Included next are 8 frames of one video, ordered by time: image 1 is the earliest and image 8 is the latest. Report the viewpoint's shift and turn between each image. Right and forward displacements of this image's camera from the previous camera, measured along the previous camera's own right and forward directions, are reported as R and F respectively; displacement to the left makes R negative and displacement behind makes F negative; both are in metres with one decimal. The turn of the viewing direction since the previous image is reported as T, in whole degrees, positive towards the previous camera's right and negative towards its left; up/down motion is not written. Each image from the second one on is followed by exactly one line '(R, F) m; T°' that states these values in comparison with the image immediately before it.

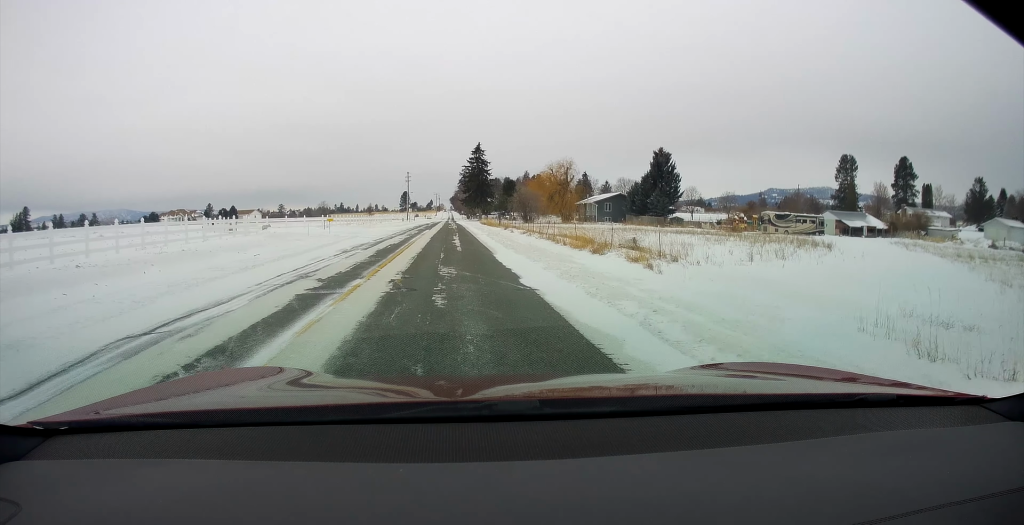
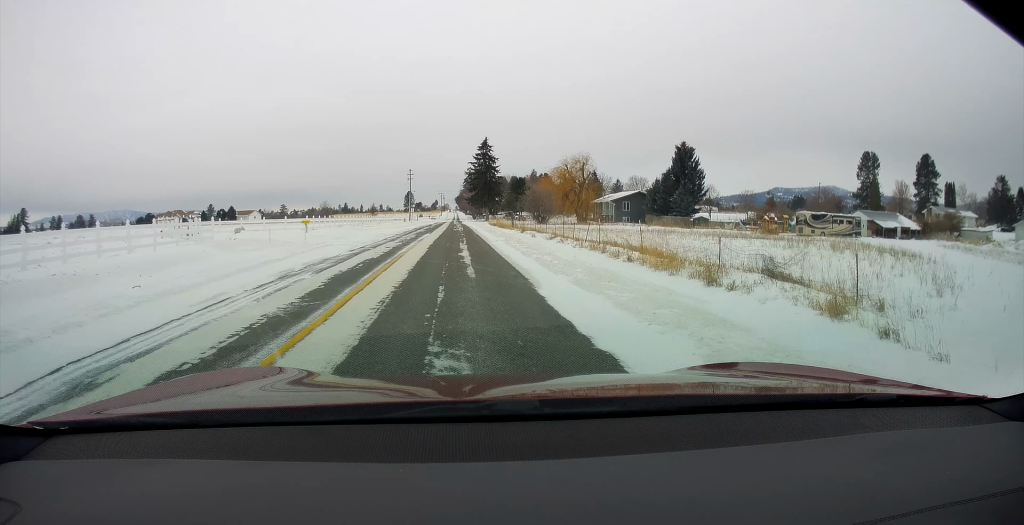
(0.0, +8.5) m; 0°
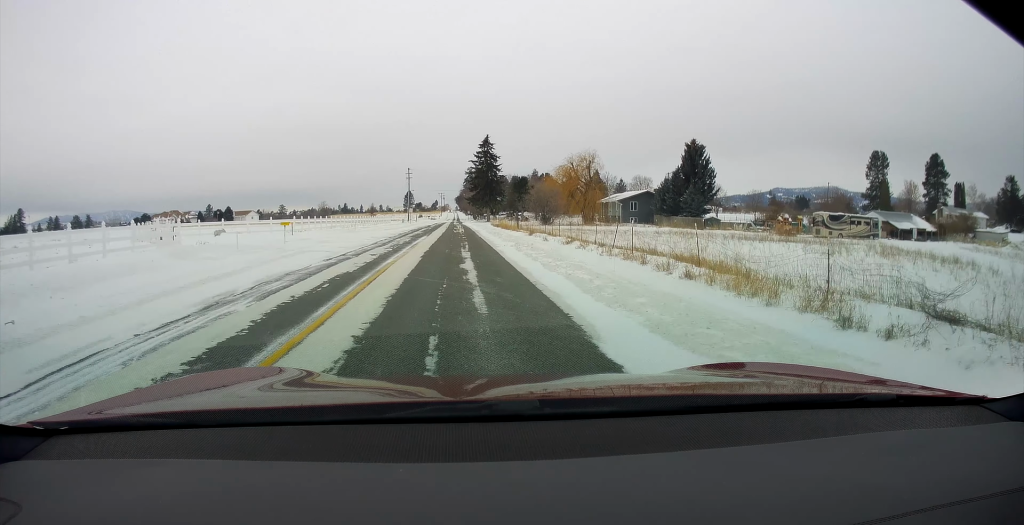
(0.0, +4.2) m; 0°
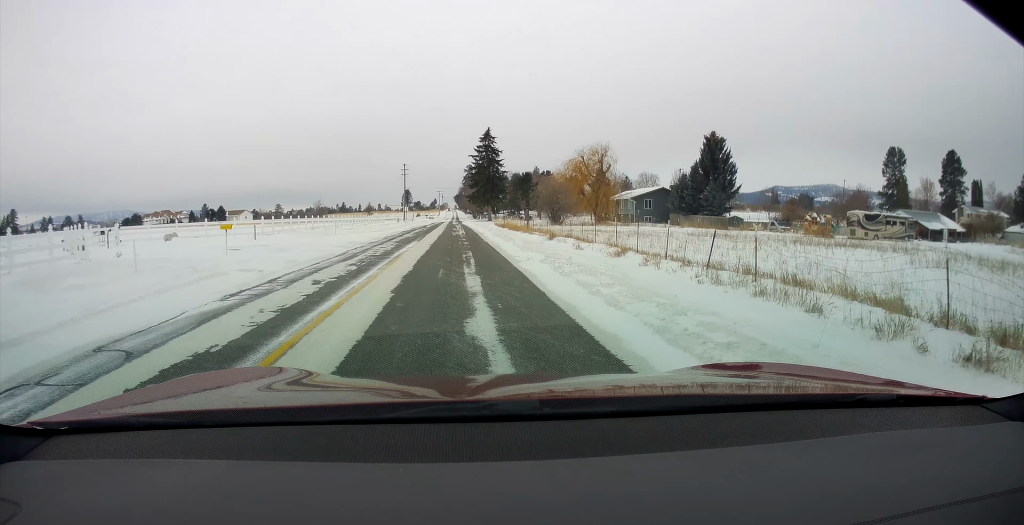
(0.0, +7.9) m; 0°
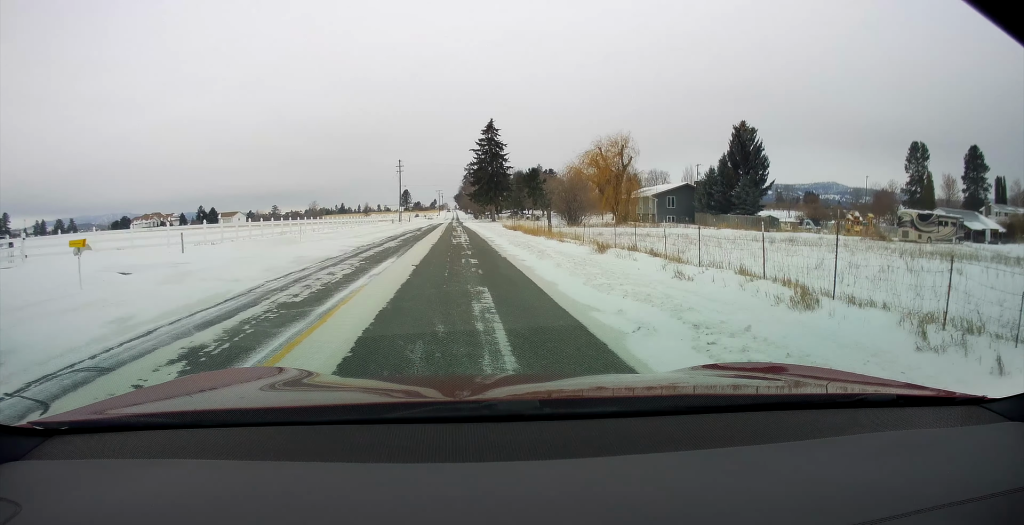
(0.0, +9.9) m; 0°
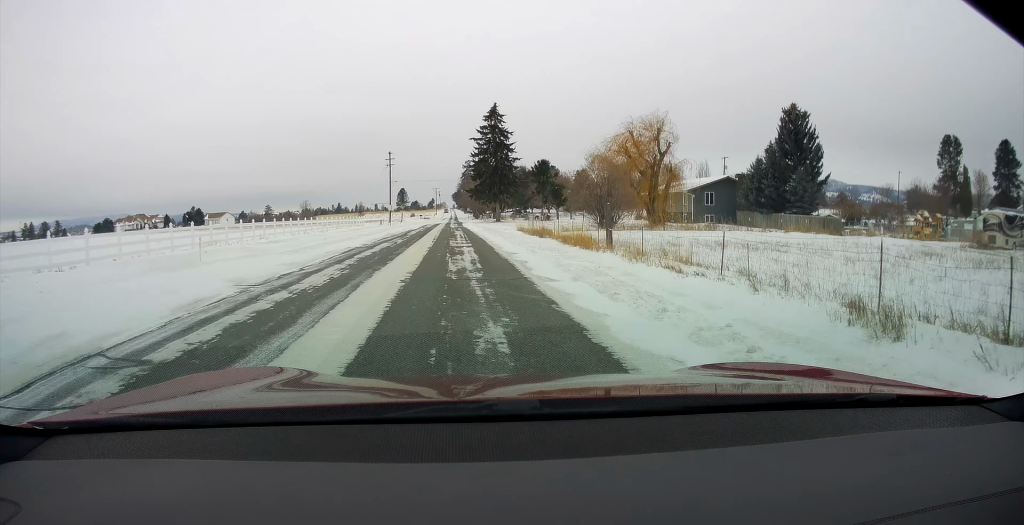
(+0.3, +13.8) m; +2°
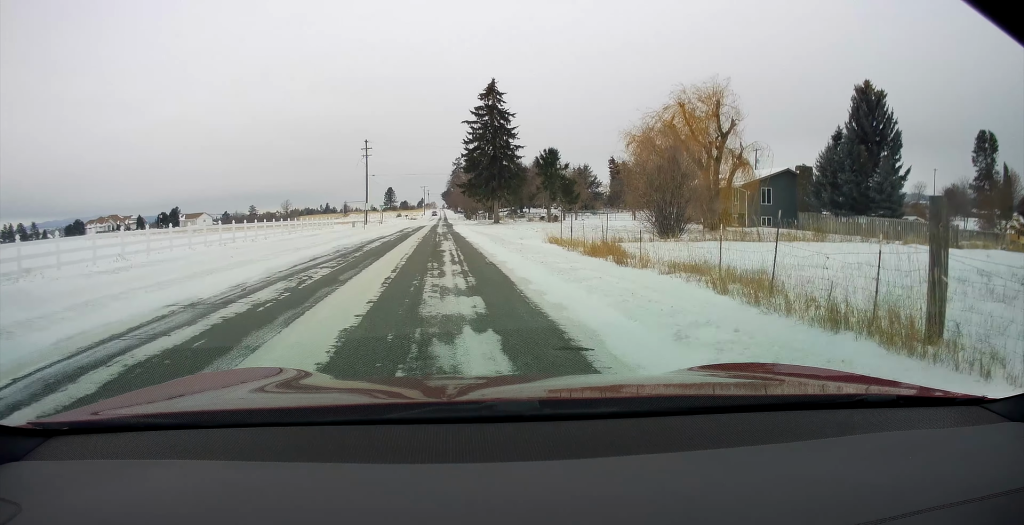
(-0.1, +15.5) m; 0°
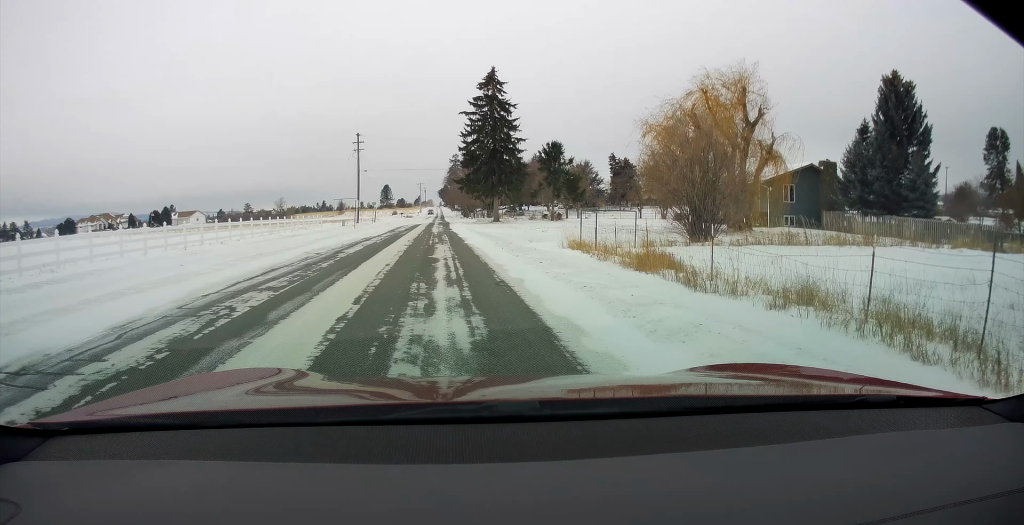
(0.0, +4.4) m; +1°
